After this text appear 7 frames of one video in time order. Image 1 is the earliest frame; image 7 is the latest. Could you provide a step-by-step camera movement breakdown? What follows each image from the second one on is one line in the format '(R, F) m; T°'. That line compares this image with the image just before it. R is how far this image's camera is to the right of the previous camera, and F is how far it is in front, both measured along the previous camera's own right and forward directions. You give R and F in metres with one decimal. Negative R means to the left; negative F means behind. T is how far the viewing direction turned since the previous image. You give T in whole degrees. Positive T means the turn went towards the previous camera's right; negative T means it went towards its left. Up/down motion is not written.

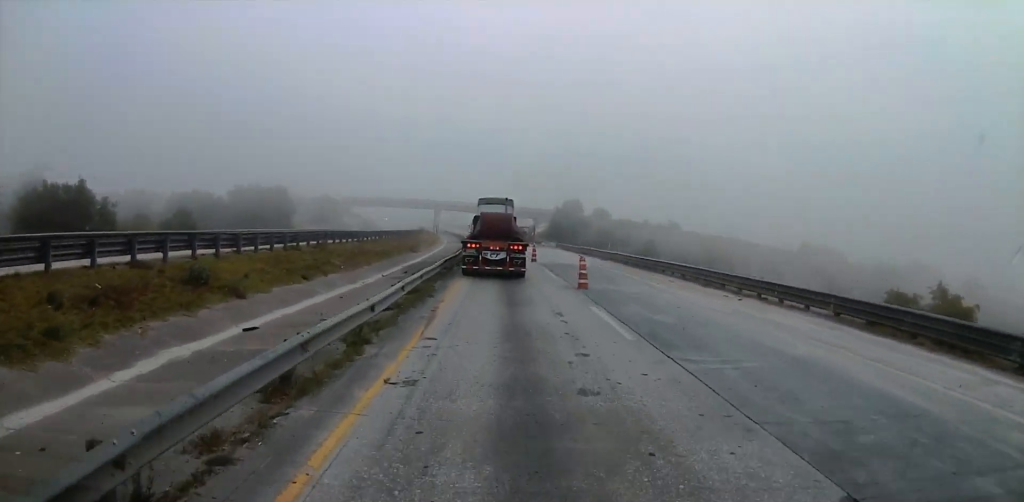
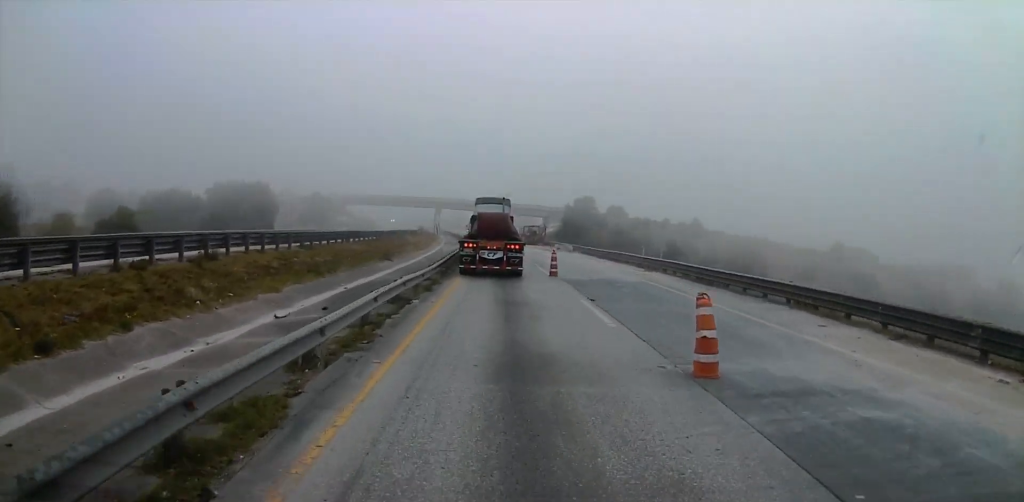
(+0.1, +11.7) m; +2°
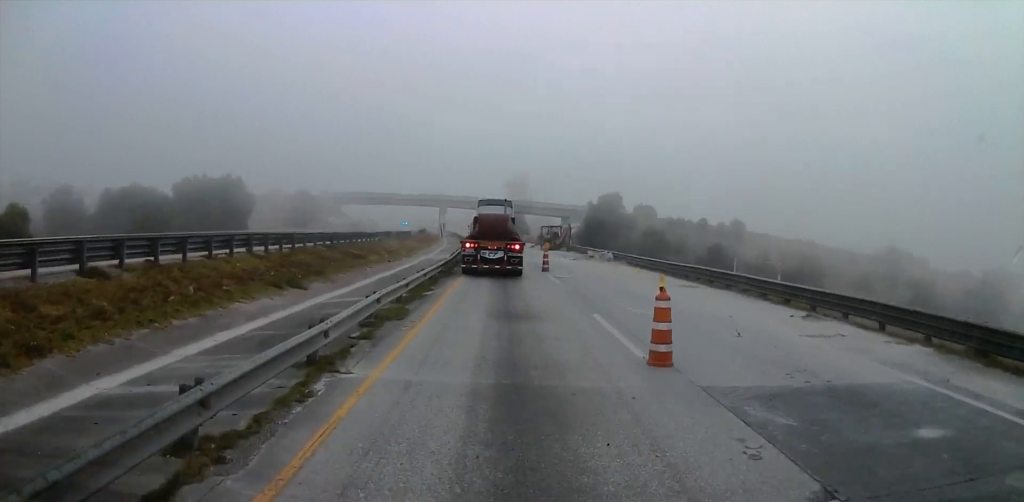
(+0.6, +16.6) m; +2°
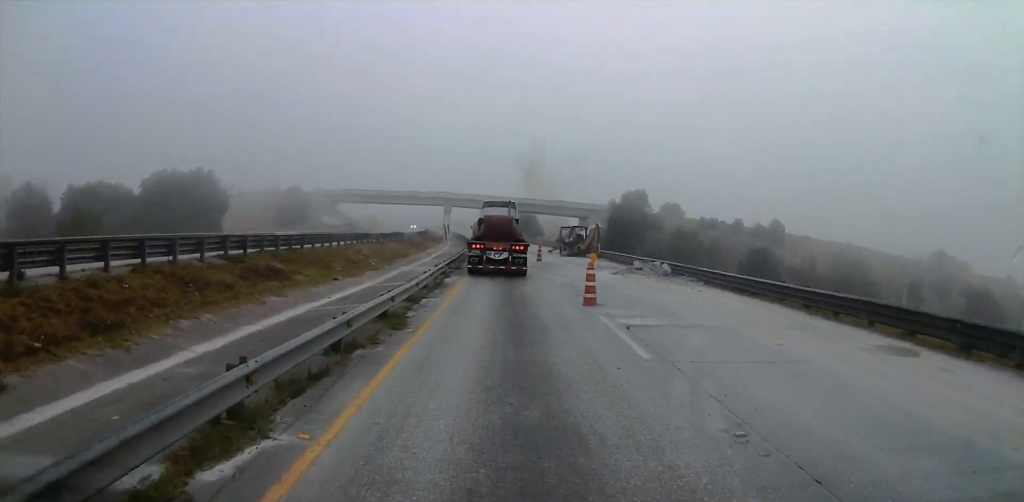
(0.0, +12.6) m; -2°
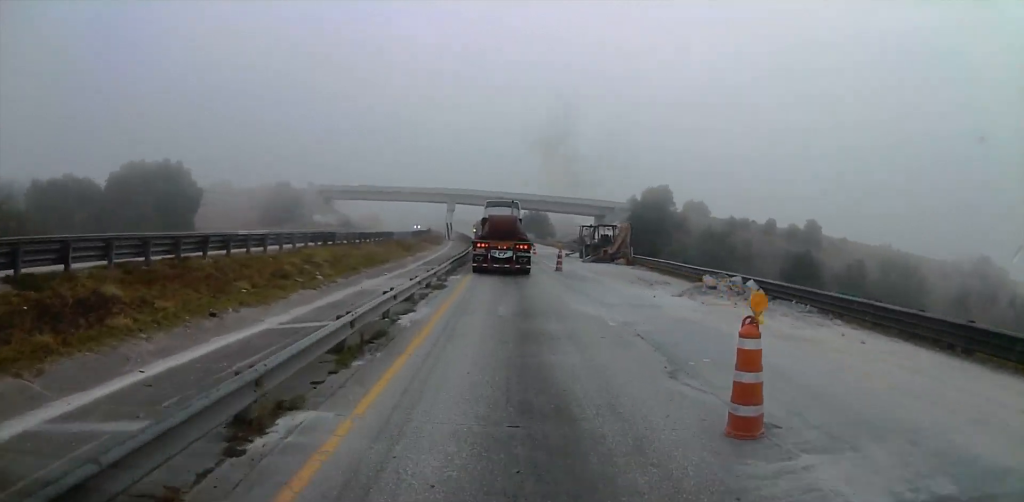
(-0.2, +9.8) m; -2°
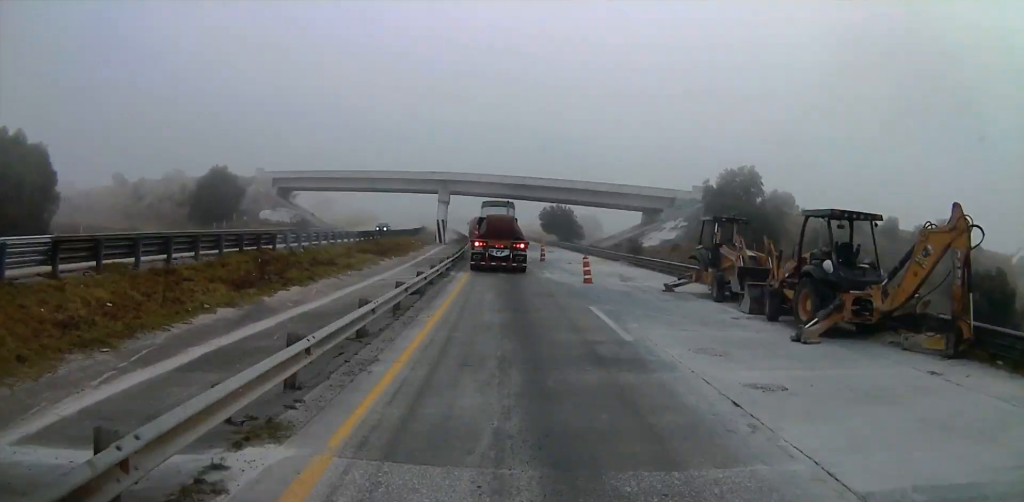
(-0.7, +32.0) m; -1°
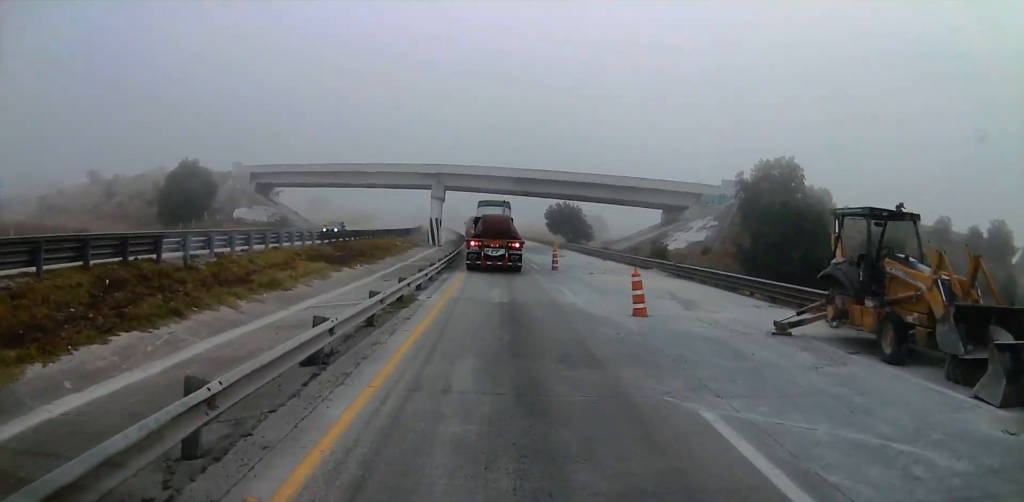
(0.0, +11.2) m; 0°
